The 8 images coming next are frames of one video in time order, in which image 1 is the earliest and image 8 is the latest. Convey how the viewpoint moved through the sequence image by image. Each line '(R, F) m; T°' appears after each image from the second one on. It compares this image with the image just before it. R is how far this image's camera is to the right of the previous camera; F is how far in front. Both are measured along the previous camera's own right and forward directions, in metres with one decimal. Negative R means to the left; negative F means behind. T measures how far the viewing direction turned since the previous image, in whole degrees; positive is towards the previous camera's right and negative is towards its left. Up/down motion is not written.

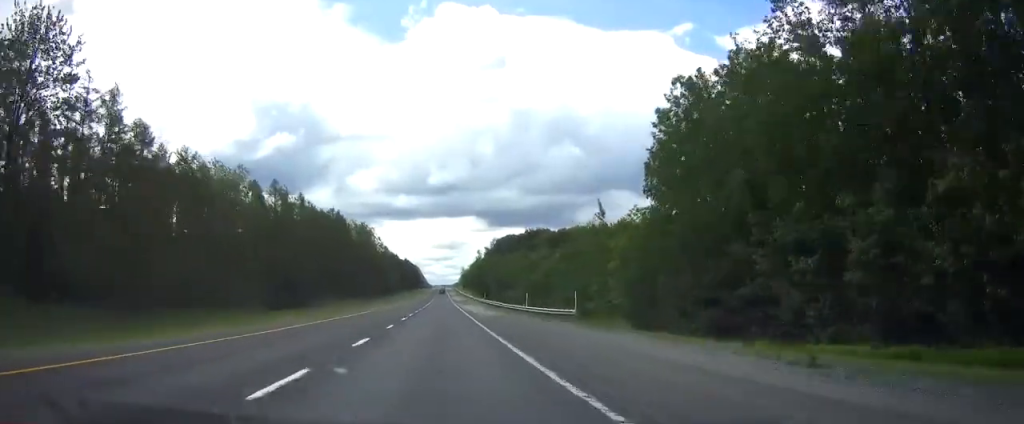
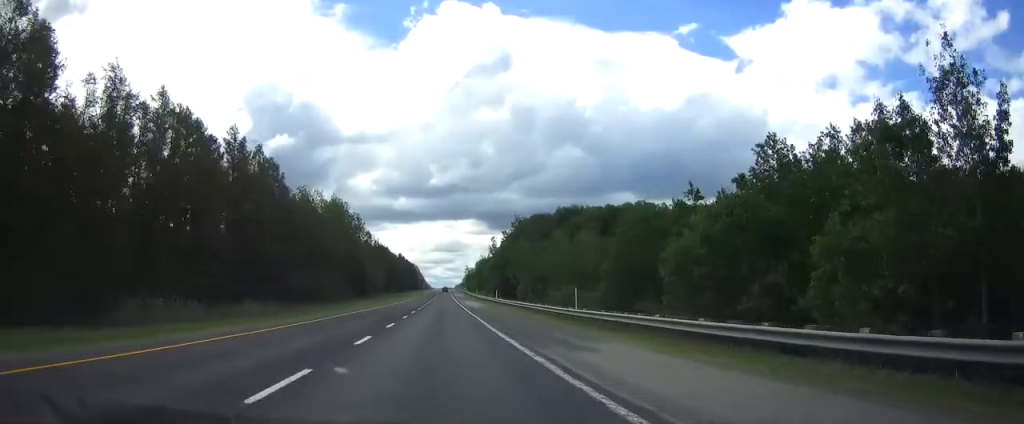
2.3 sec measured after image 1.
(-0.2, +72.1) m; 0°
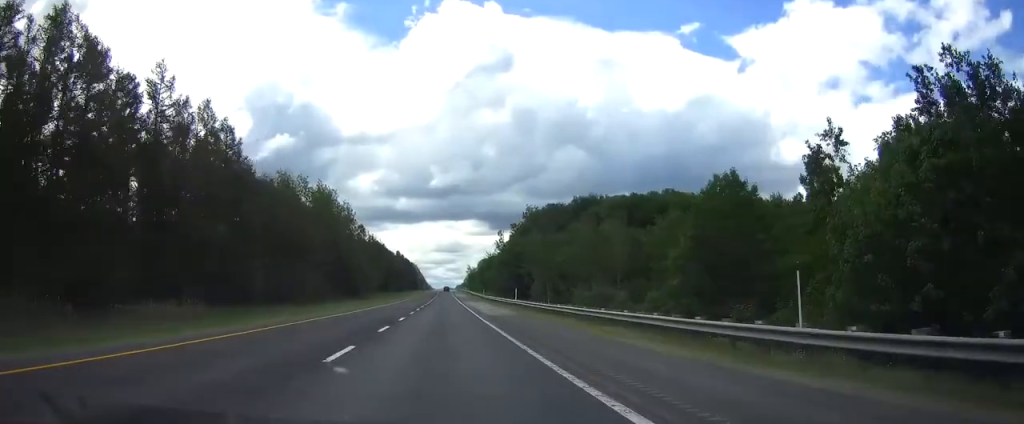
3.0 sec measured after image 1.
(+0.1, +22.3) m; 0°
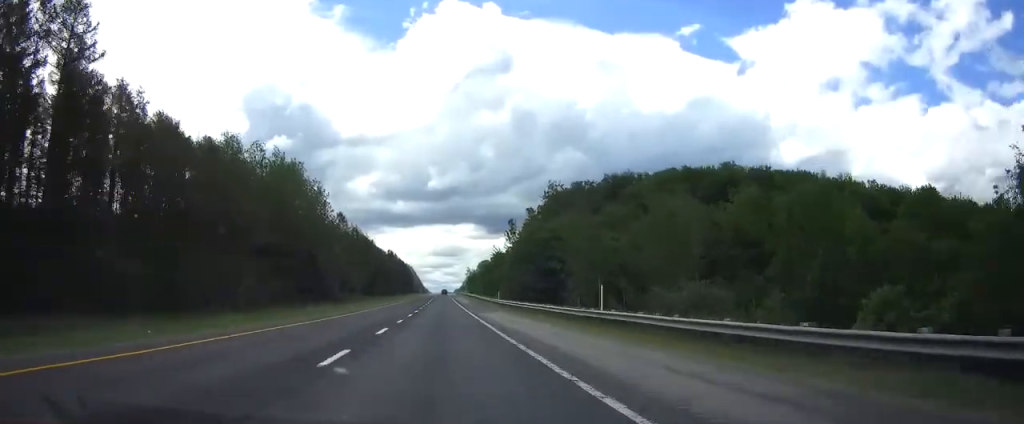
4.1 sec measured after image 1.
(0.0, +36.1) m; 0°
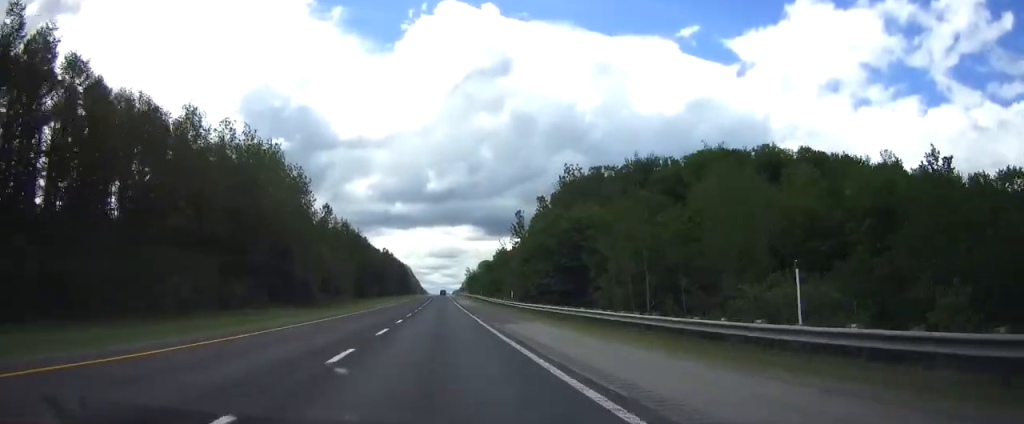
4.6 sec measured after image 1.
(0.0, +17.0) m; 0°
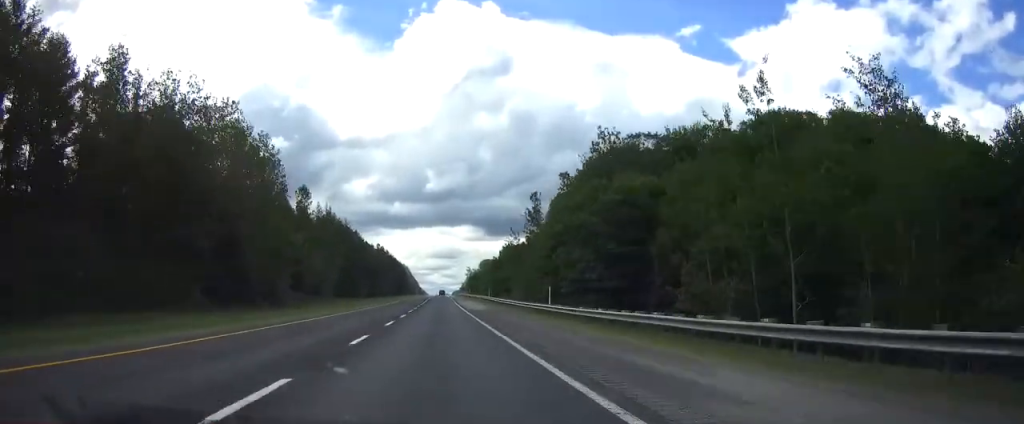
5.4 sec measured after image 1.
(0.0, +23.4) m; 0°
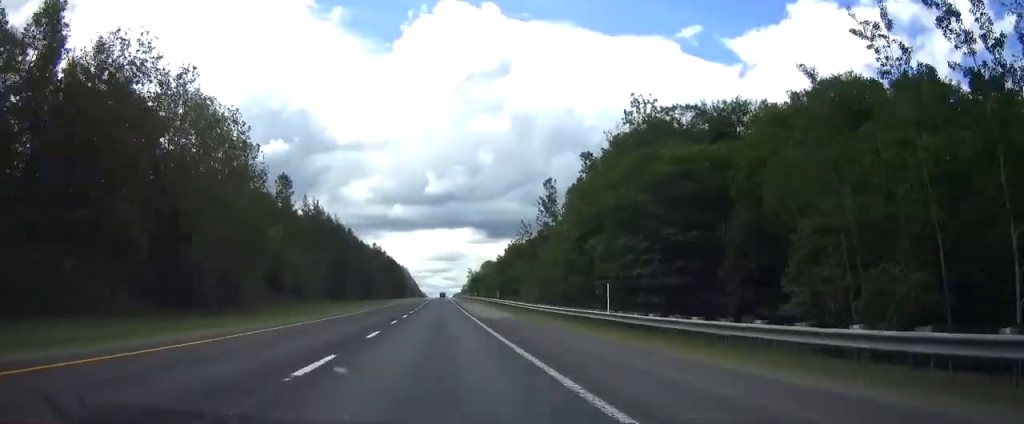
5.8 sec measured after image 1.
(0.0, +14.9) m; 0°
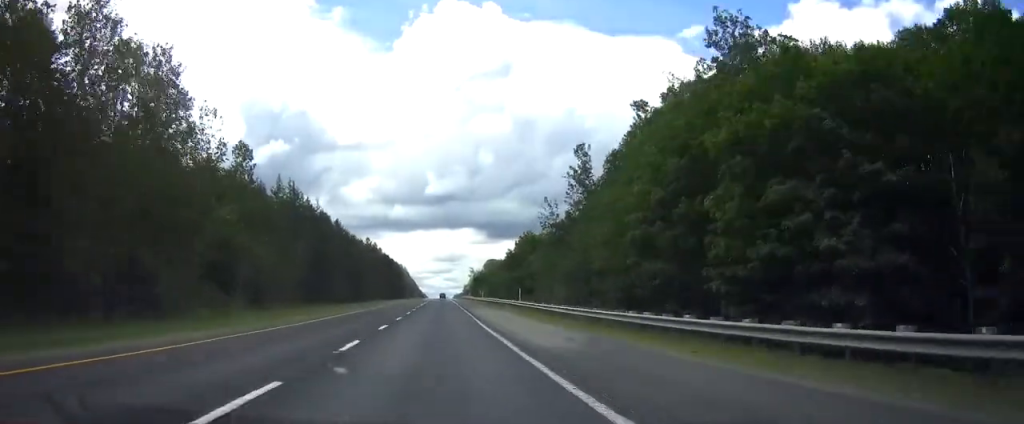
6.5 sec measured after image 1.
(0.0, +22.3) m; 0°
